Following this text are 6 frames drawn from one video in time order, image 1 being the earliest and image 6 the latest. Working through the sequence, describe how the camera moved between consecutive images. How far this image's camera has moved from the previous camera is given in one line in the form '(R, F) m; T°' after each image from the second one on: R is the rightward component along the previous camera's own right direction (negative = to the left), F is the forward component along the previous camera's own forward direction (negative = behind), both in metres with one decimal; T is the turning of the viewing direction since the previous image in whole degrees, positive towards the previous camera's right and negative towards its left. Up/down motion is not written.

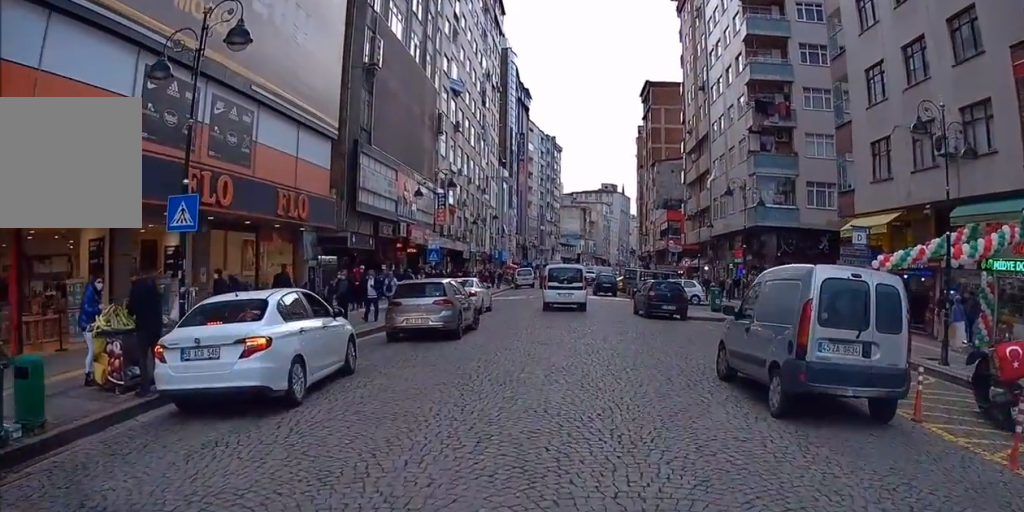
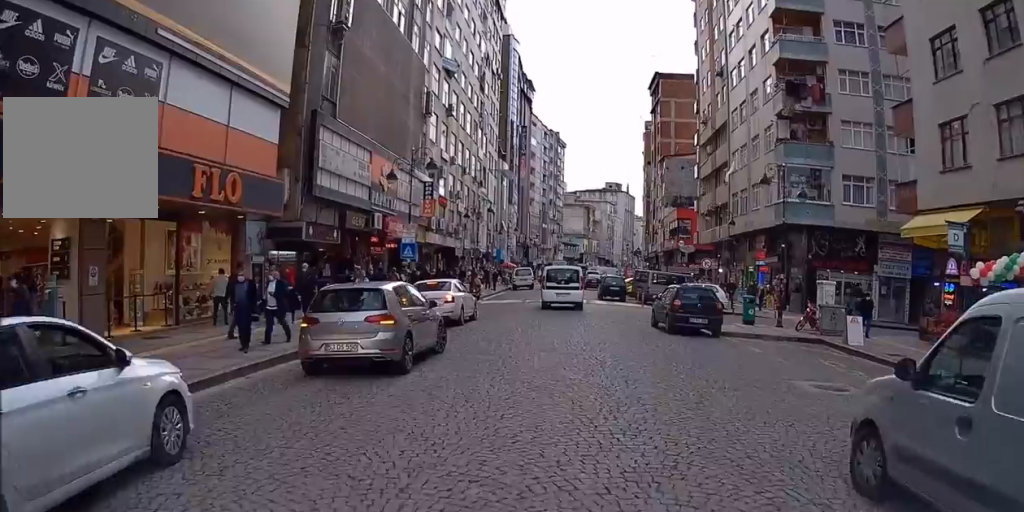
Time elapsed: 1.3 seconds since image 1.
(+0.3, +5.5) m; 0°
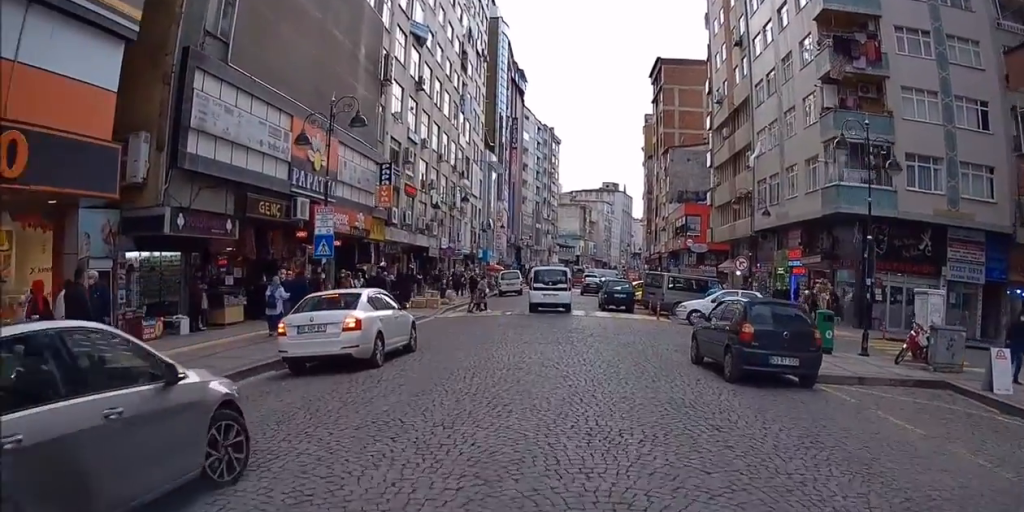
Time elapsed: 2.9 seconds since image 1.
(+0.2, +8.0) m; -1°
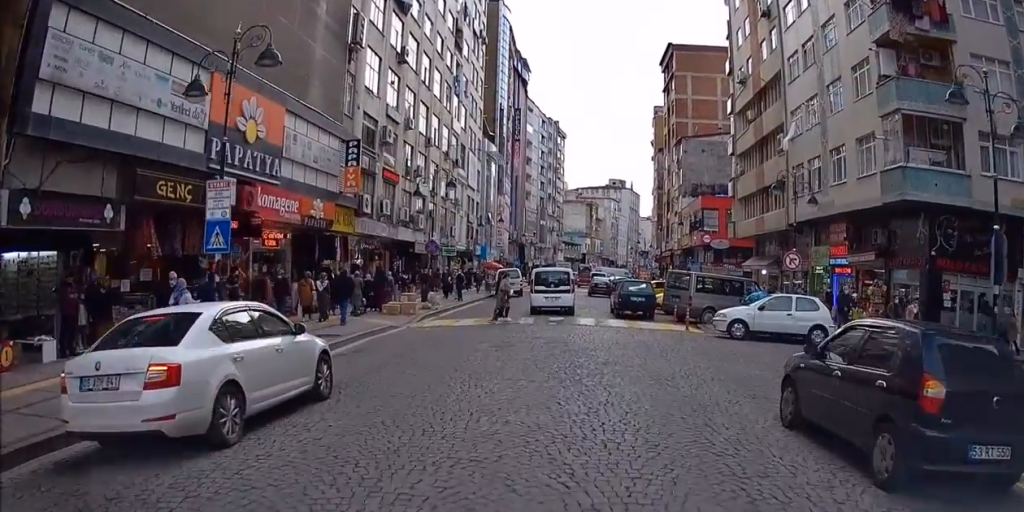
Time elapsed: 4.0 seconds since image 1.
(-0.8, +6.0) m; -6°
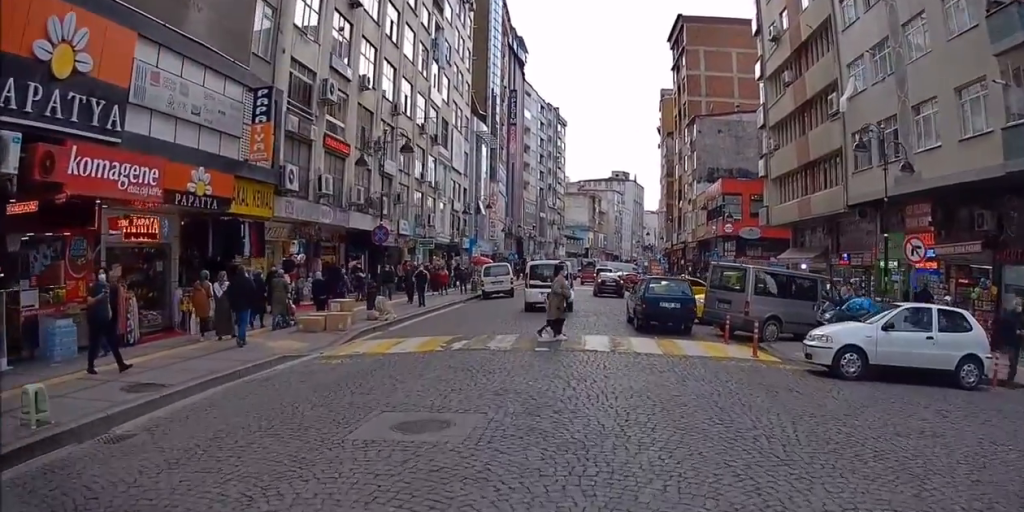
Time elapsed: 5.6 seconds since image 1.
(+0.5, +8.3) m; +10°
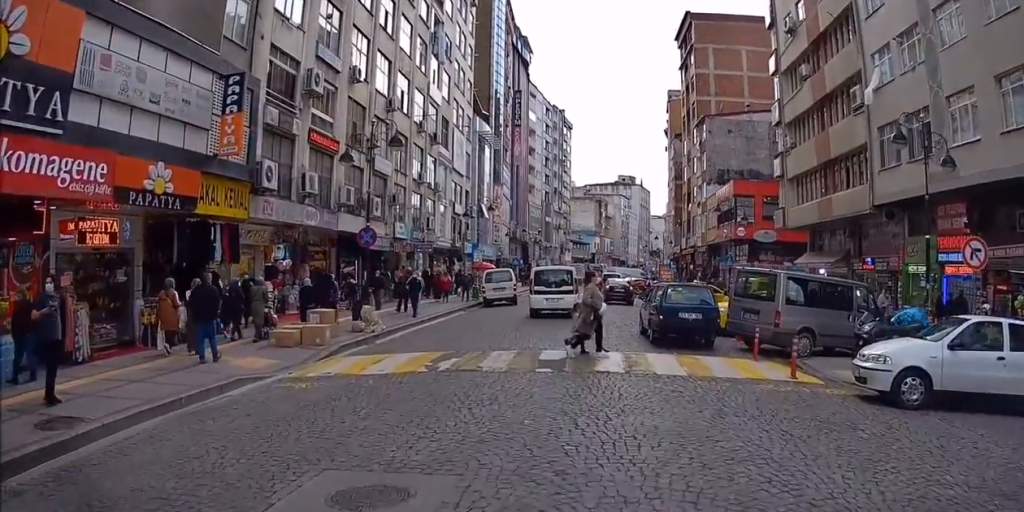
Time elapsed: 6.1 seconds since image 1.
(-0.2, +2.2) m; +5°
